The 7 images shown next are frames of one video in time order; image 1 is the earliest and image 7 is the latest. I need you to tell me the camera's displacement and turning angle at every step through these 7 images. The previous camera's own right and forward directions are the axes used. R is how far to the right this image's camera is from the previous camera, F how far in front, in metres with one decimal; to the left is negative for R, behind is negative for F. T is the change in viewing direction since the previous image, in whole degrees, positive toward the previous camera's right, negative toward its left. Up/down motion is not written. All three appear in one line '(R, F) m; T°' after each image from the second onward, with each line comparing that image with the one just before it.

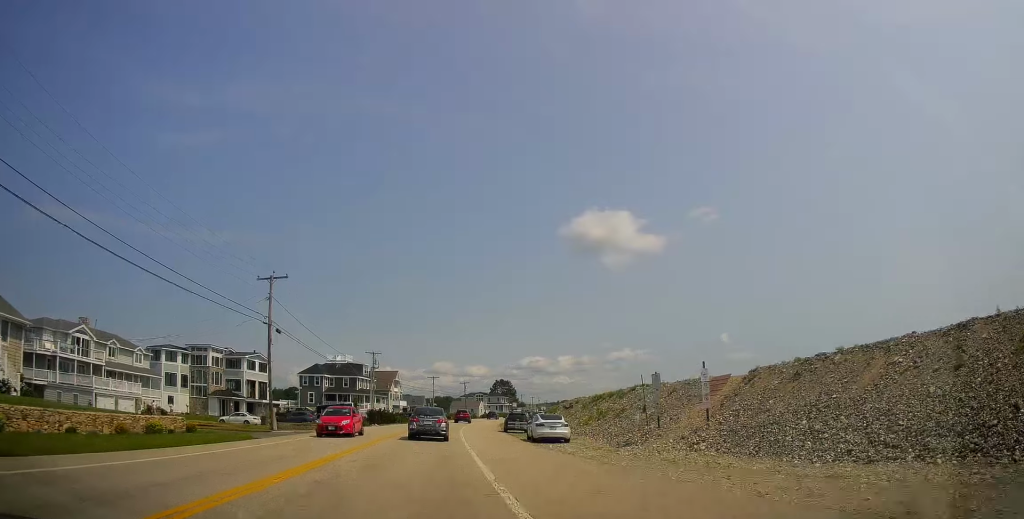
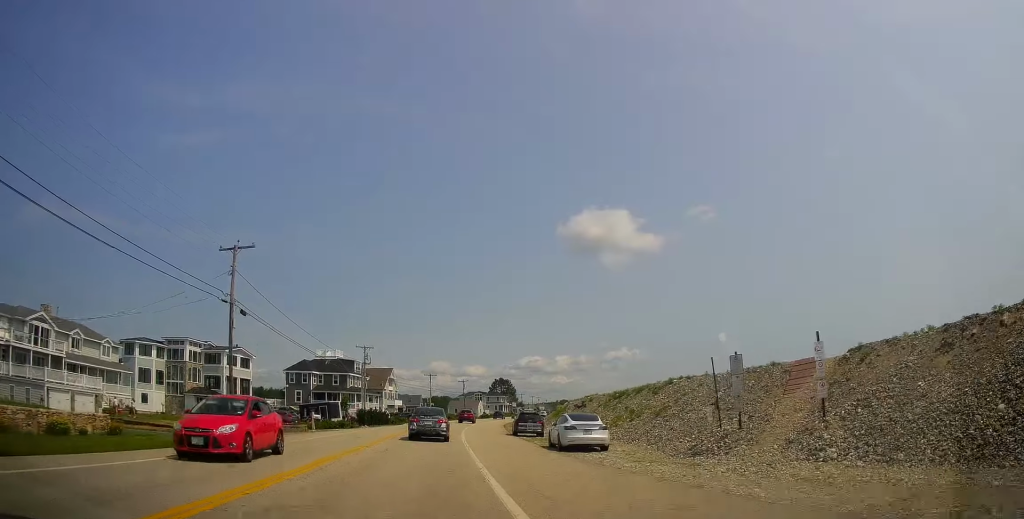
(-0.2, +7.2) m; -1°
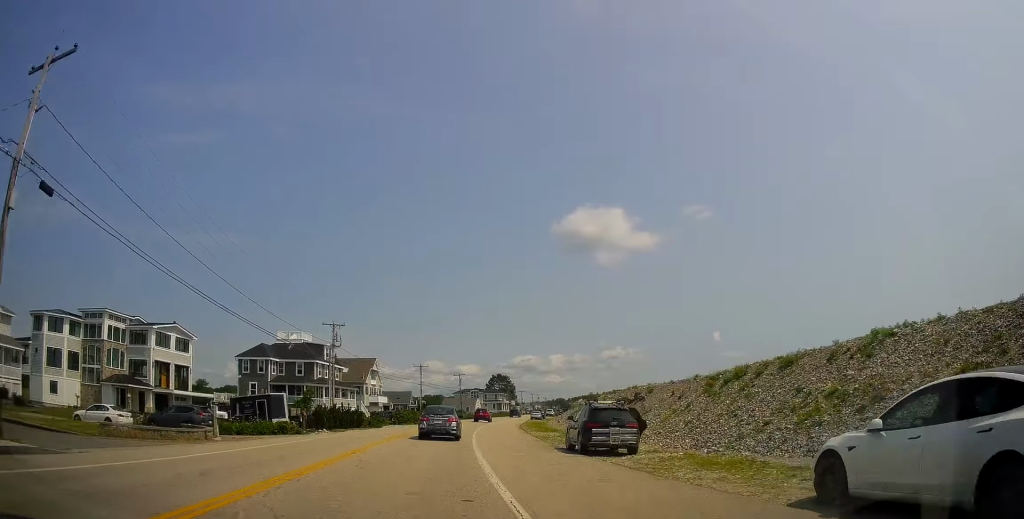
(-0.3, +18.9) m; +1°
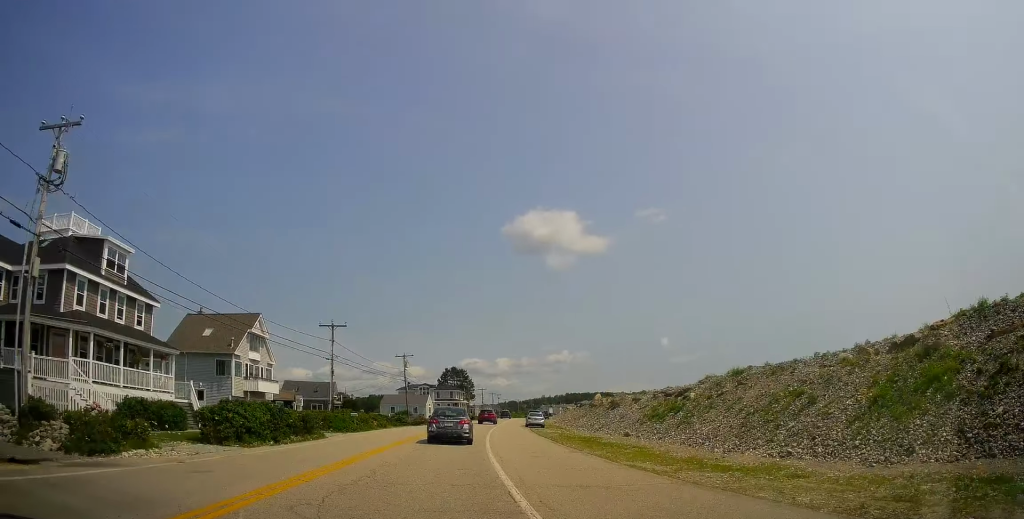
(+1.8, +41.4) m; +3°
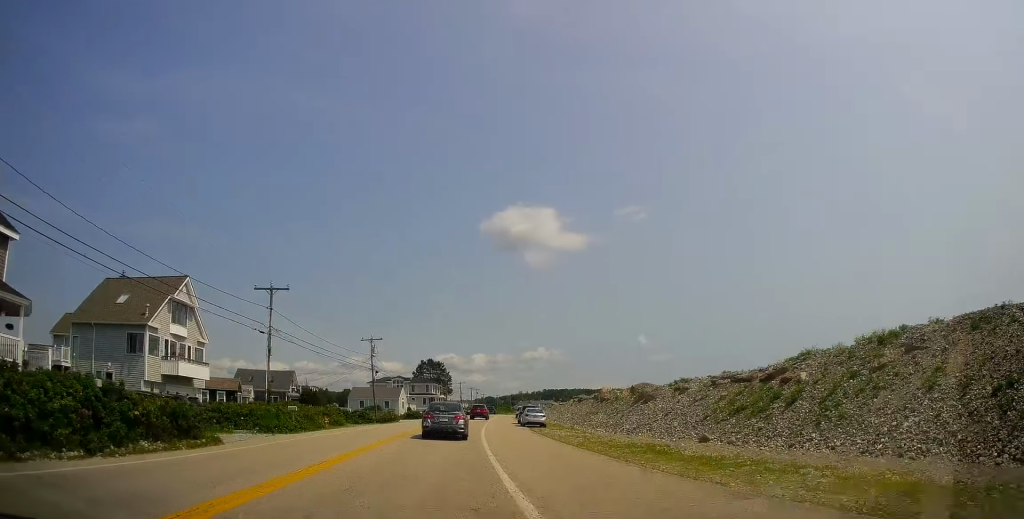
(-0.1, +12.6) m; +2°
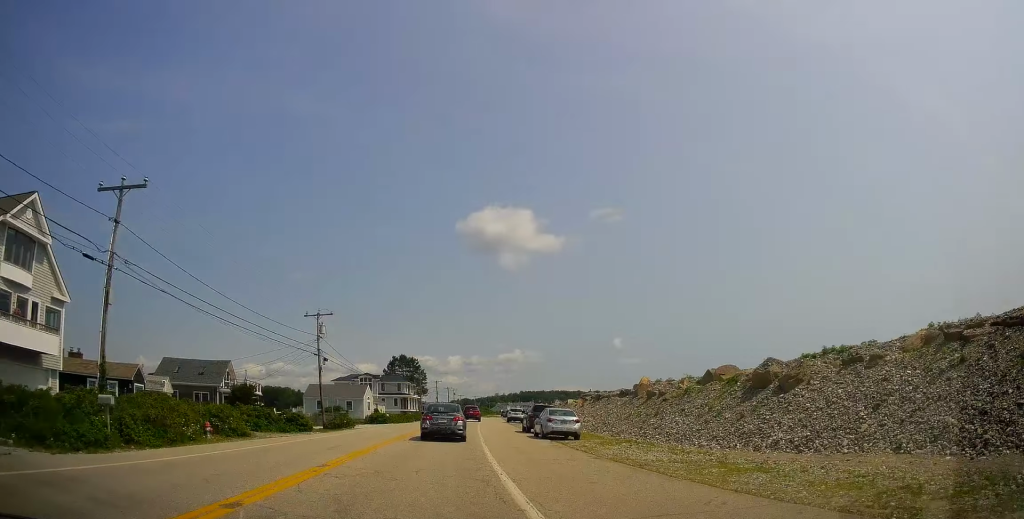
(+0.8, +17.4) m; +5°
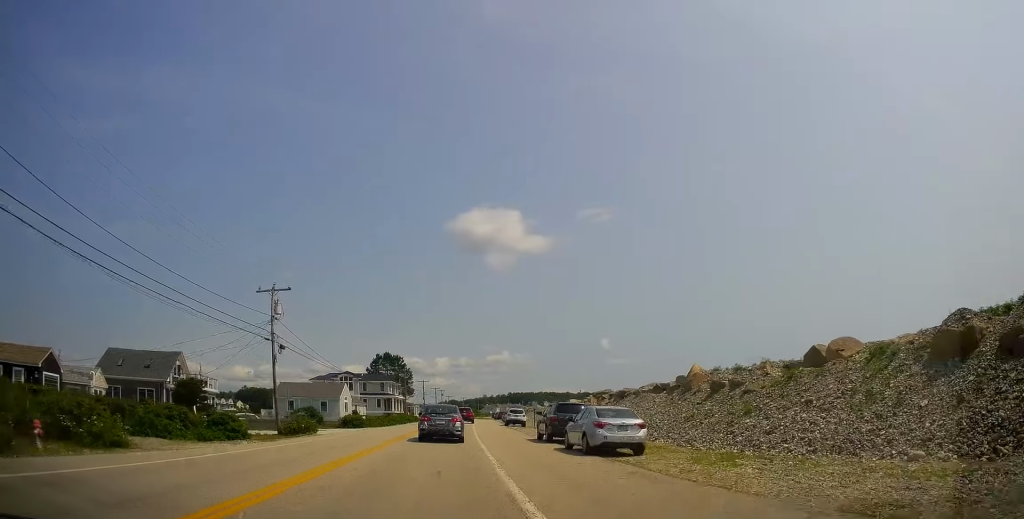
(+0.5, +10.3) m; +1°
